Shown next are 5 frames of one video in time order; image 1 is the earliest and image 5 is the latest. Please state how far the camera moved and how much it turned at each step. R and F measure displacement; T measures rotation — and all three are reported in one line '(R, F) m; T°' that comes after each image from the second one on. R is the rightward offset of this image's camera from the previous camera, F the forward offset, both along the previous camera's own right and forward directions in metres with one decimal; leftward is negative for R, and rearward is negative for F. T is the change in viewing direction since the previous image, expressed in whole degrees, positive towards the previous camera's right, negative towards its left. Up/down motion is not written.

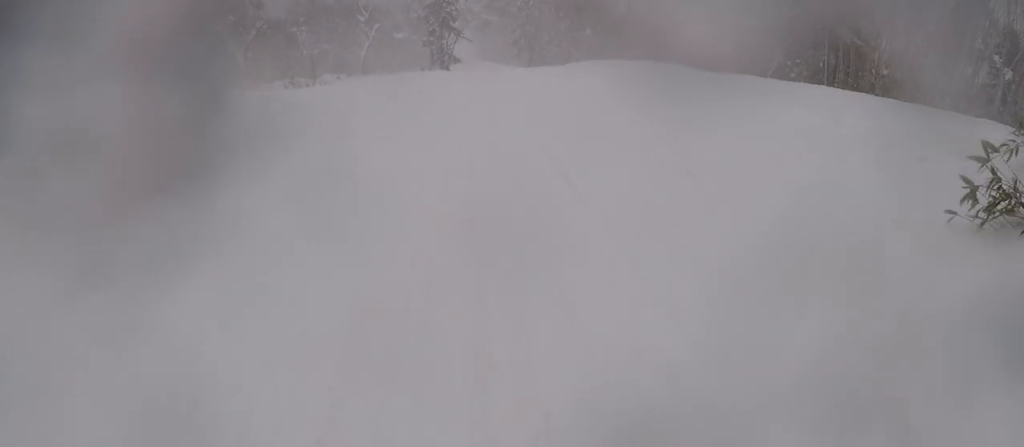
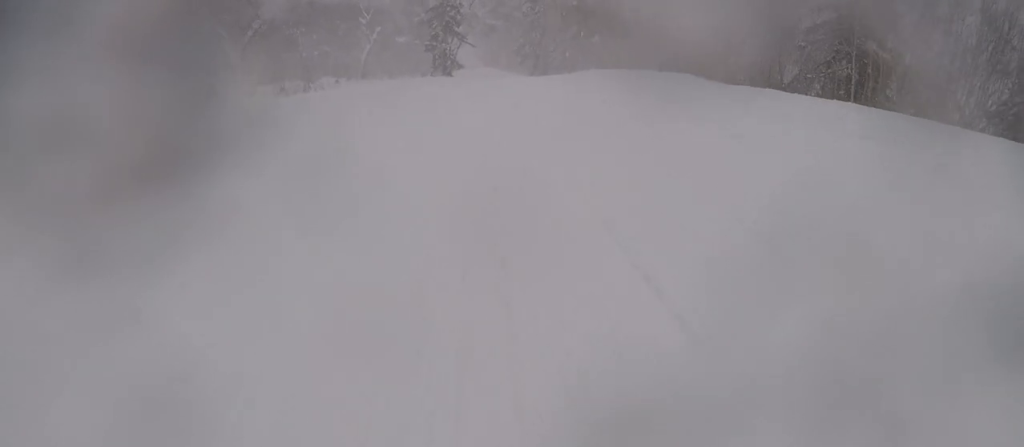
(+0.2, +2.9) m; 0°
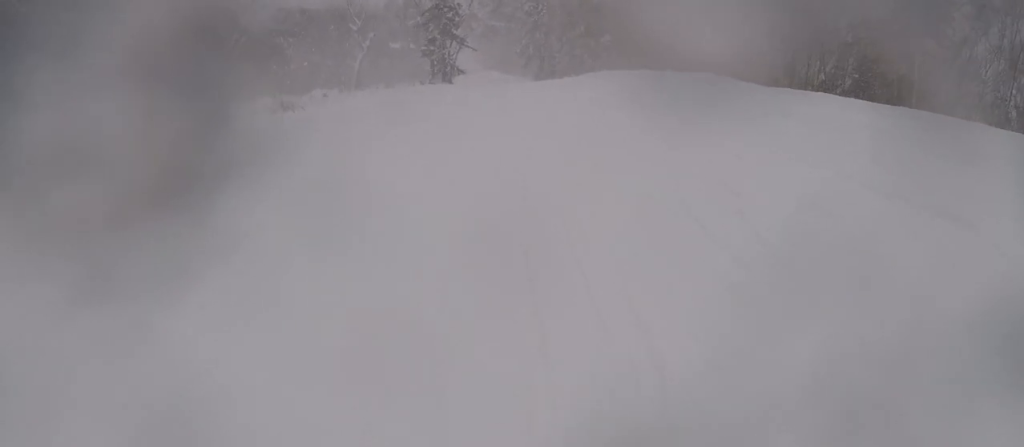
(-0.2, +5.5) m; -3°
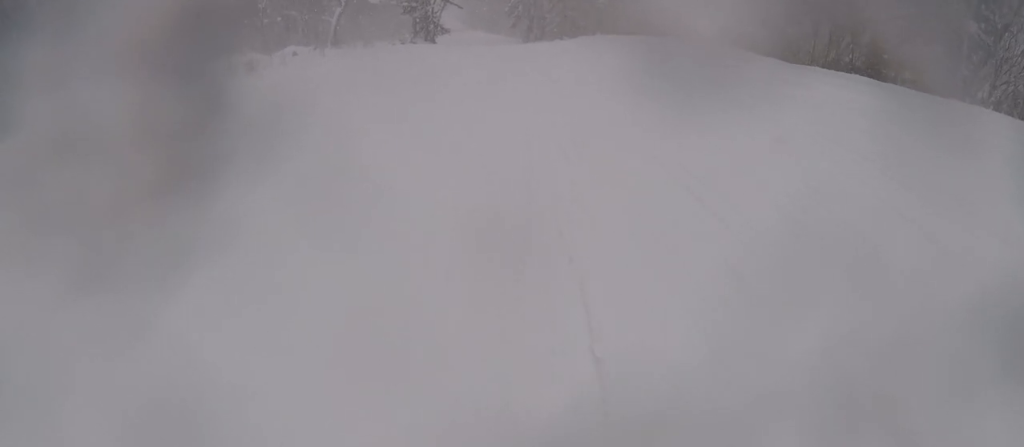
(-0.1, +4.6) m; +1°
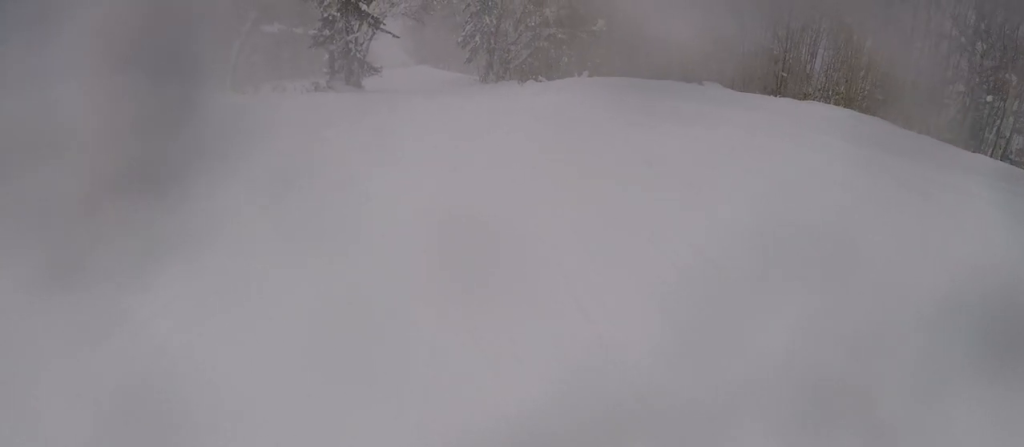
(+1.2, +21.3) m; -4°
